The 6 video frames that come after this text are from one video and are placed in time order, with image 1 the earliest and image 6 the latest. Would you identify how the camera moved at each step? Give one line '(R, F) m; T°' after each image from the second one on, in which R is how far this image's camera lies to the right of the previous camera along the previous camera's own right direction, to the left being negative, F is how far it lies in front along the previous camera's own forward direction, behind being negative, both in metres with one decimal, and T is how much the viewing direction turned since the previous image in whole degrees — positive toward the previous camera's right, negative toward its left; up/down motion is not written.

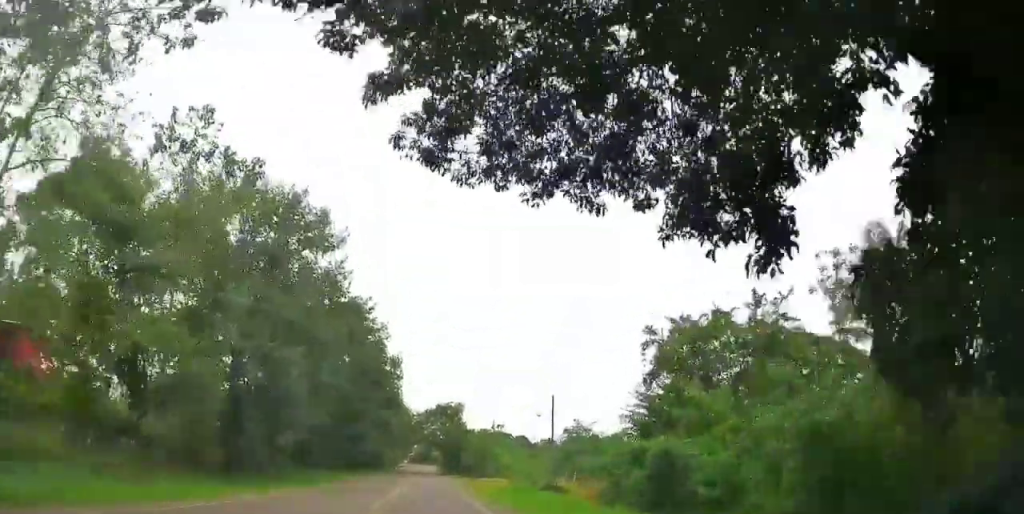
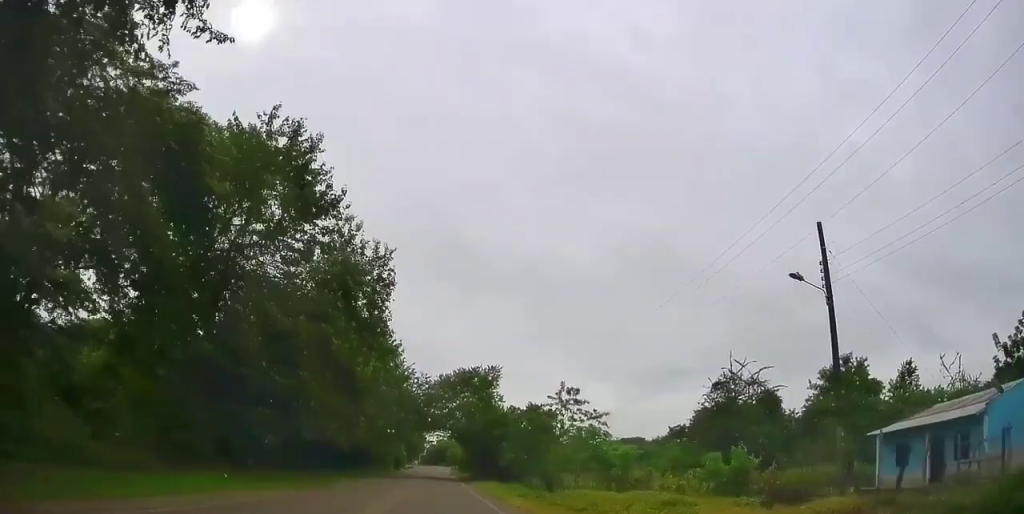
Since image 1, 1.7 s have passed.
(-0.5, +32.6) m; 0°
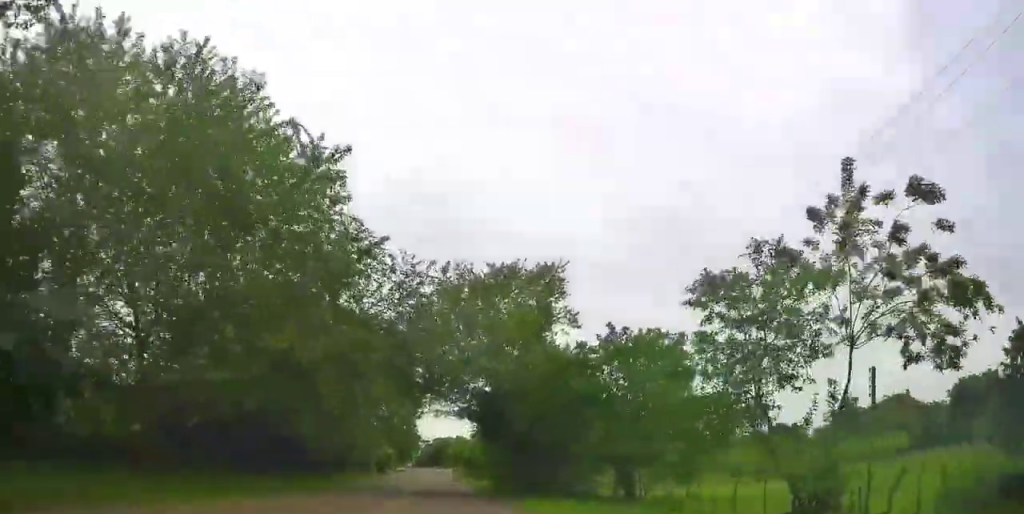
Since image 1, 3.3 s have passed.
(+0.9, +29.9) m; 0°
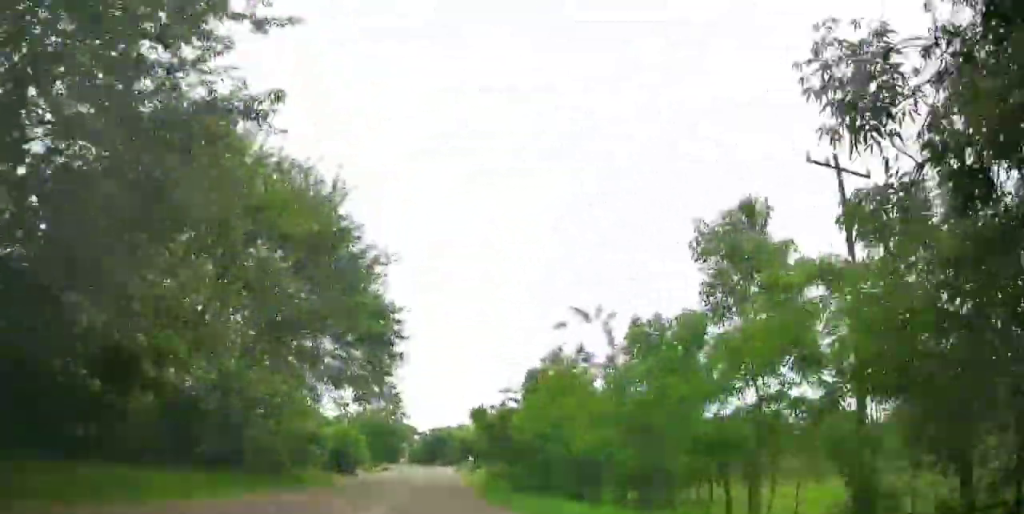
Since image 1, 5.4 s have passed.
(-0.4, +38.0) m; -1°
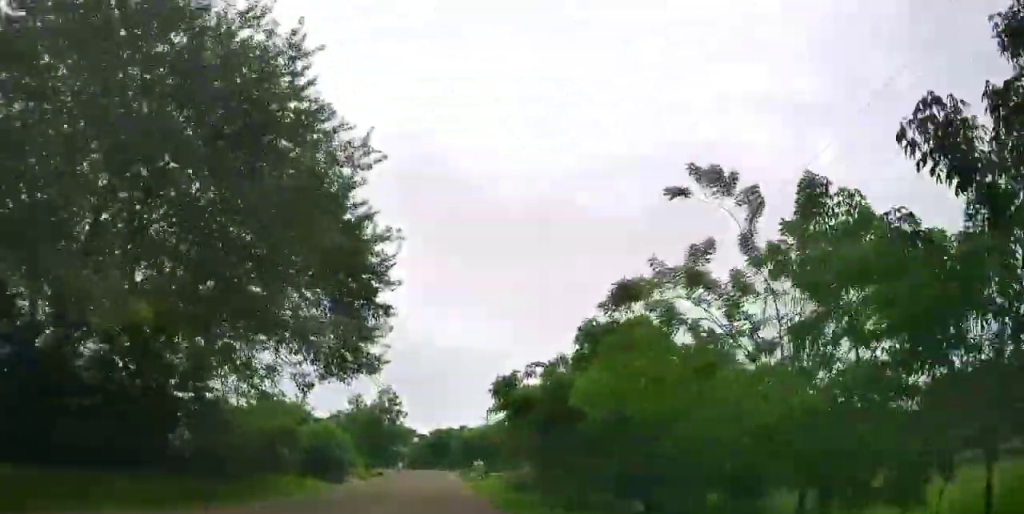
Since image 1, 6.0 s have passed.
(0.0, +11.9) m; 0°
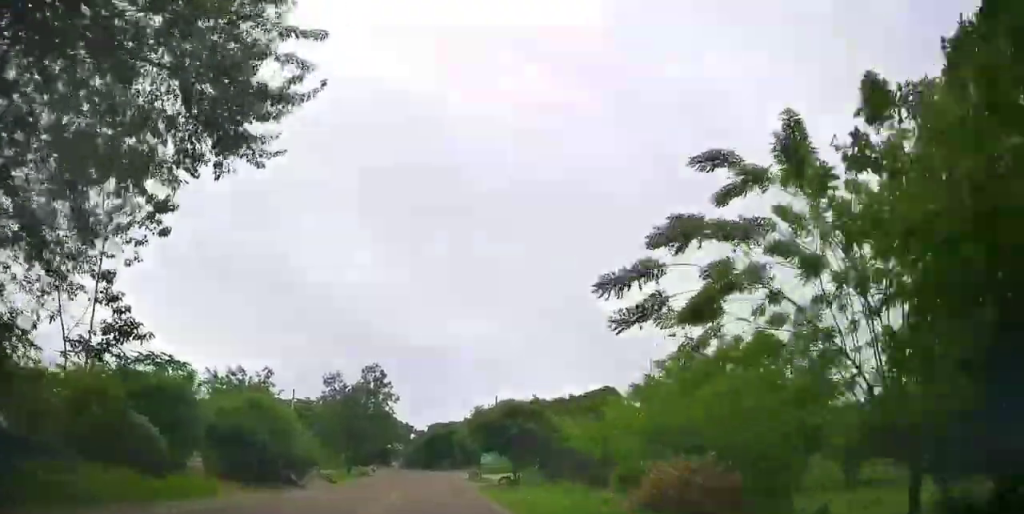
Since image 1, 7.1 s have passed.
(-0.1, +19.4) m; -1°
